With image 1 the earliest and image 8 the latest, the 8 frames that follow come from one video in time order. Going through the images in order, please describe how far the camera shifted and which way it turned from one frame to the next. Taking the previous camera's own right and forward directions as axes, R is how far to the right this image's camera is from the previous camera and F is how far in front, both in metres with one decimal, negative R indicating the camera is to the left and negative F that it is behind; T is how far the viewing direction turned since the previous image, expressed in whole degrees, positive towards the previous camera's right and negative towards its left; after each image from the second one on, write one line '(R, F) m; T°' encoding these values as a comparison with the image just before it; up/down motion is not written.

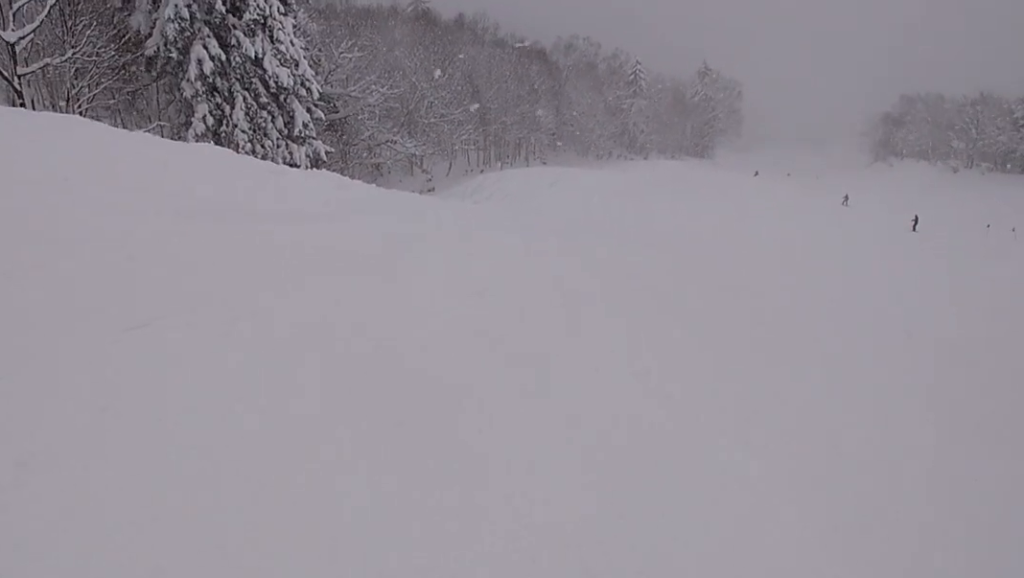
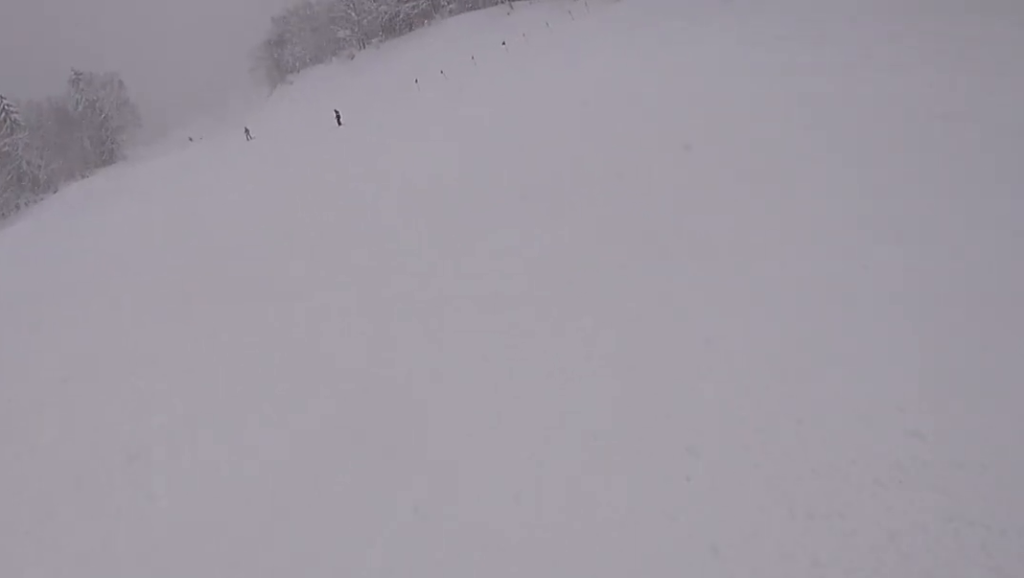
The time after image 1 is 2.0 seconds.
(+1.8, +9.4) m; +22°
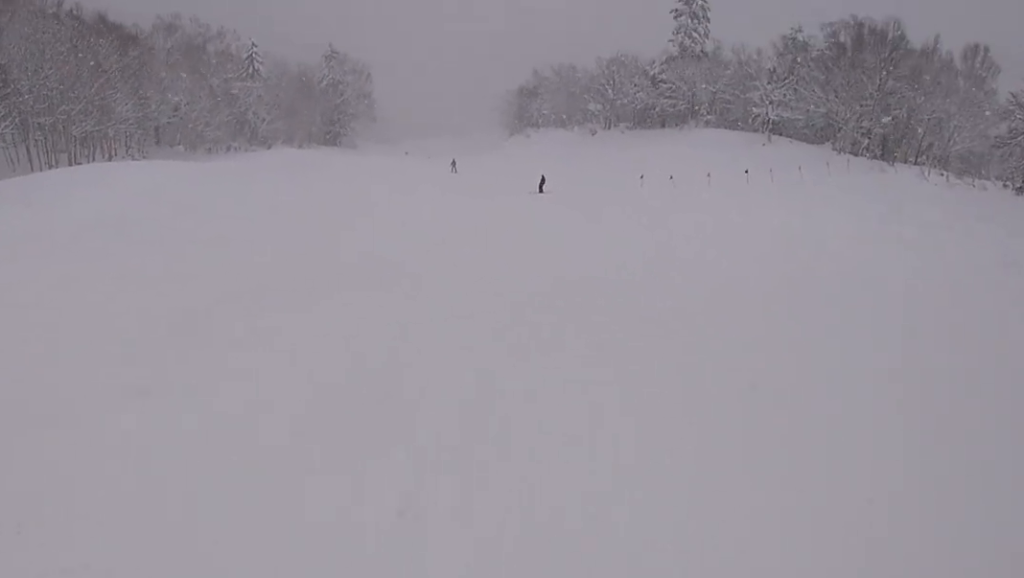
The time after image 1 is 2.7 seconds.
(+0.2, +4.4) m; -3°
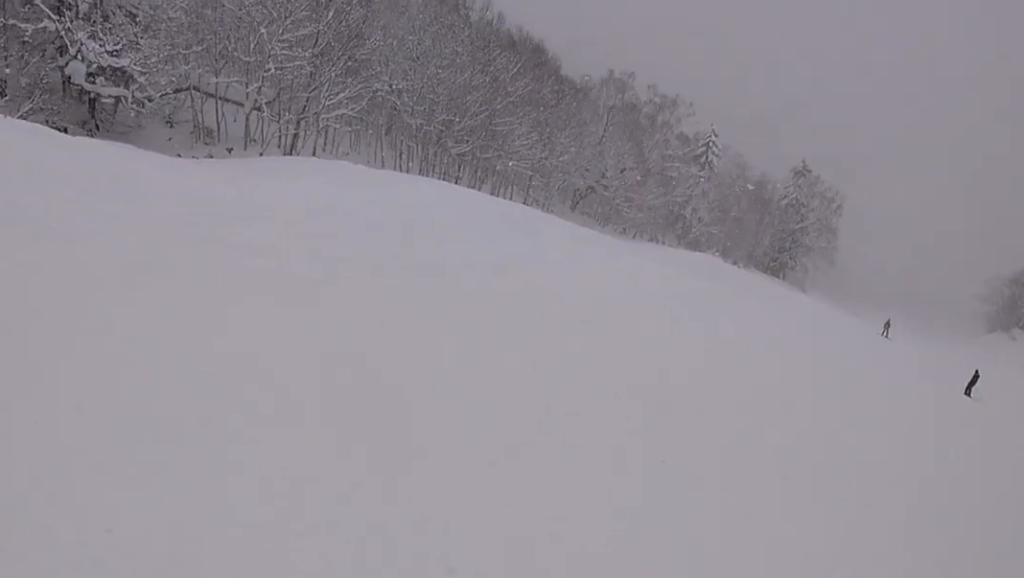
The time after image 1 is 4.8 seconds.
(-3.2, +11.7) m; -29°
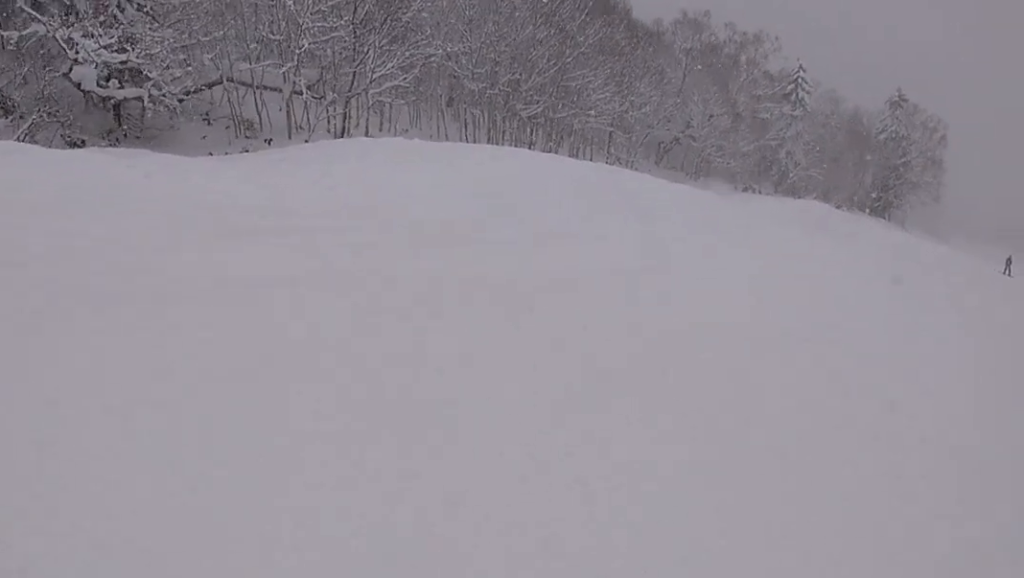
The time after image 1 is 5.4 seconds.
(+0.1, +3.7) m; -7°
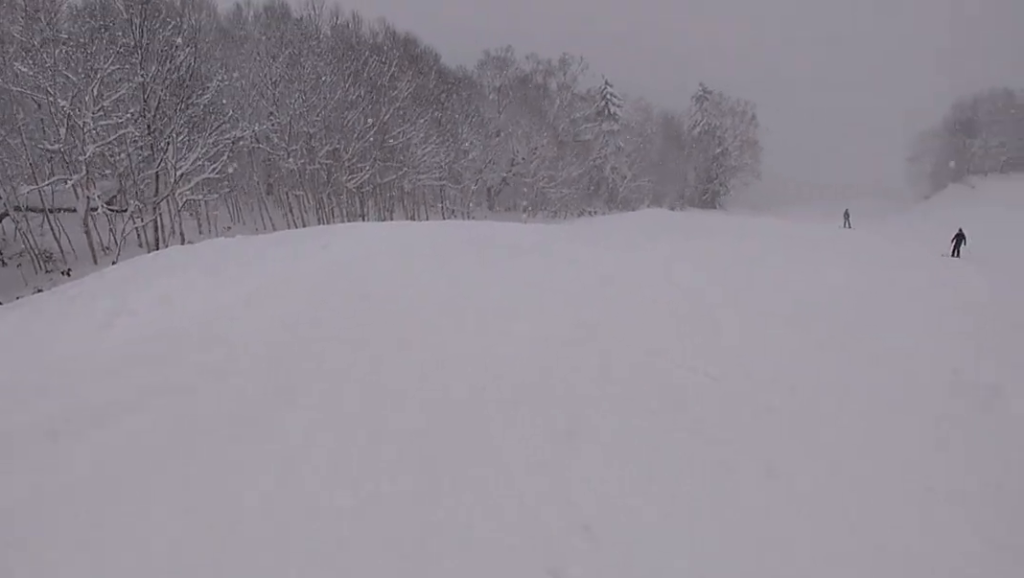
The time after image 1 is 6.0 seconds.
(-0.7, +3.6) m; -1°
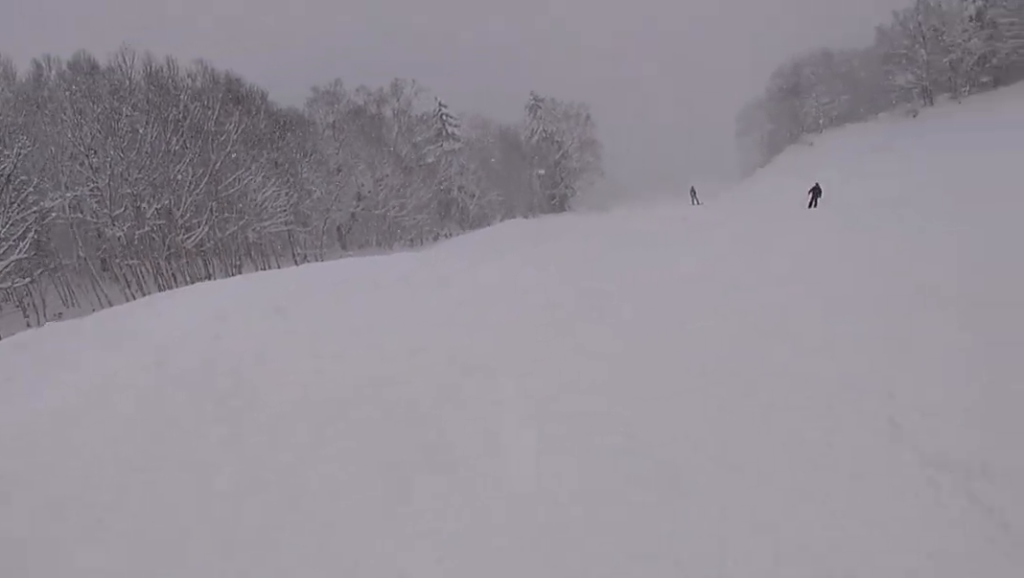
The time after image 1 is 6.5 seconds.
(-0.1, +3.0) m; +3°
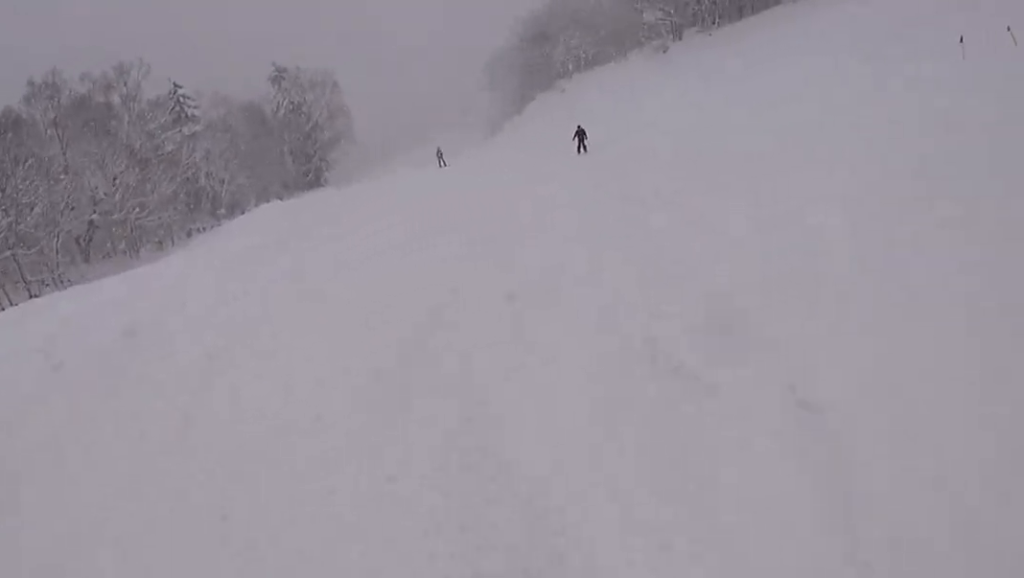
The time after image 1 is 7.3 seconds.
(+0.5, +3.9) m; +12°
